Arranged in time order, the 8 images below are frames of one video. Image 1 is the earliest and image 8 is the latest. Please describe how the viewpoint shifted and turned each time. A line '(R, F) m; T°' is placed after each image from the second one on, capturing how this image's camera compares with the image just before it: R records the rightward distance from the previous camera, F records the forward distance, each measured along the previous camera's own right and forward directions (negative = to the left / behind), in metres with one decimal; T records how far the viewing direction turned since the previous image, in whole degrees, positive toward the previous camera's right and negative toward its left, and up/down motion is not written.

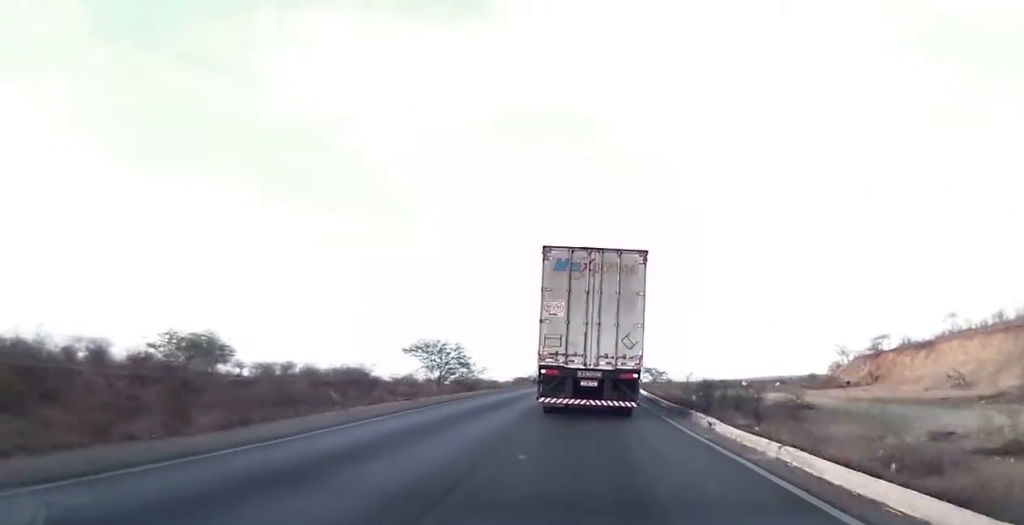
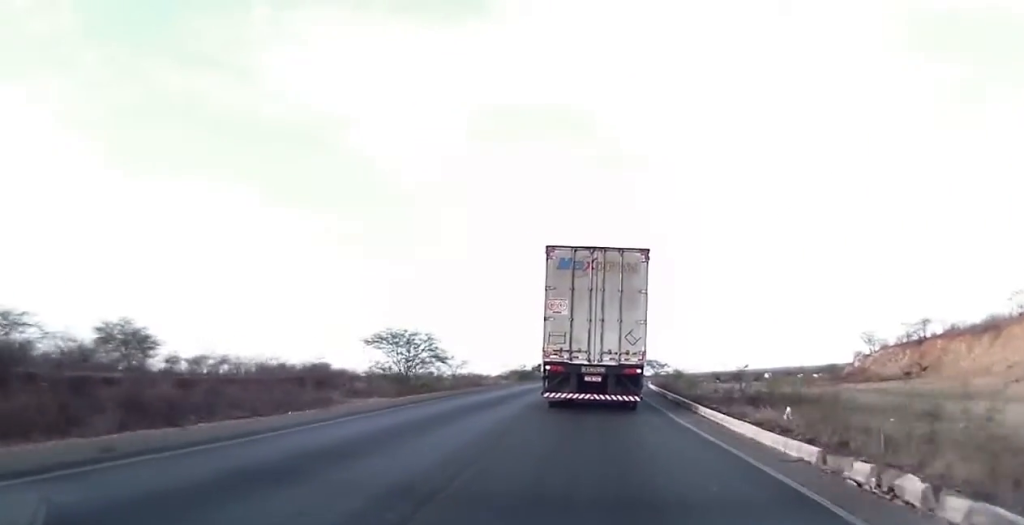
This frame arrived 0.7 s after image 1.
(+0.1, +13.4) m; 0°
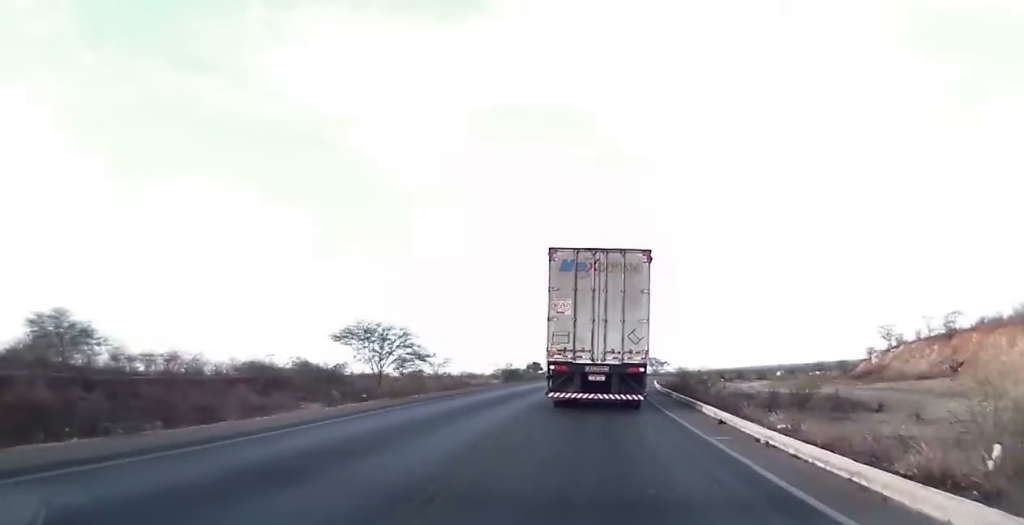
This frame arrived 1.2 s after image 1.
(0.0, +7.9) m; 0°
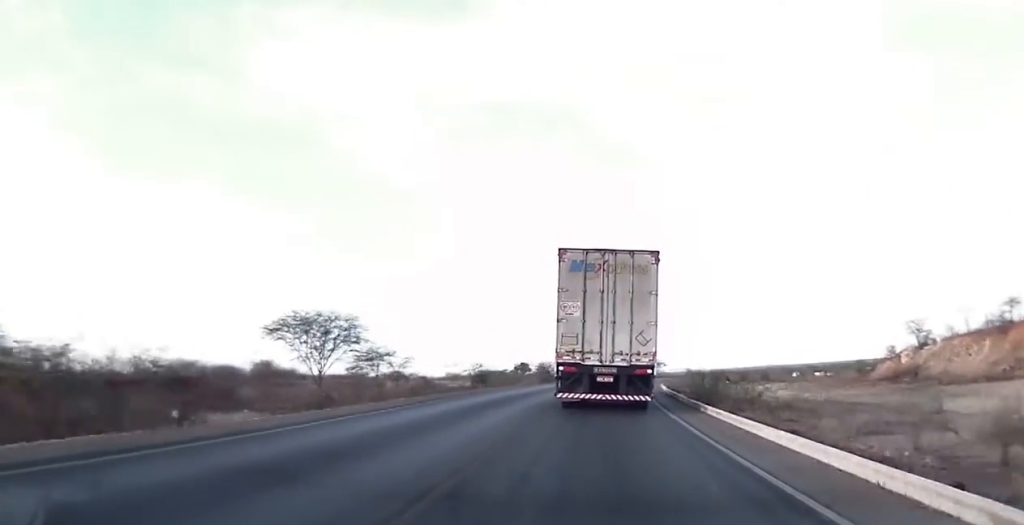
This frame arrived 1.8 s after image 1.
(-0.1, +11.4) m; +1°
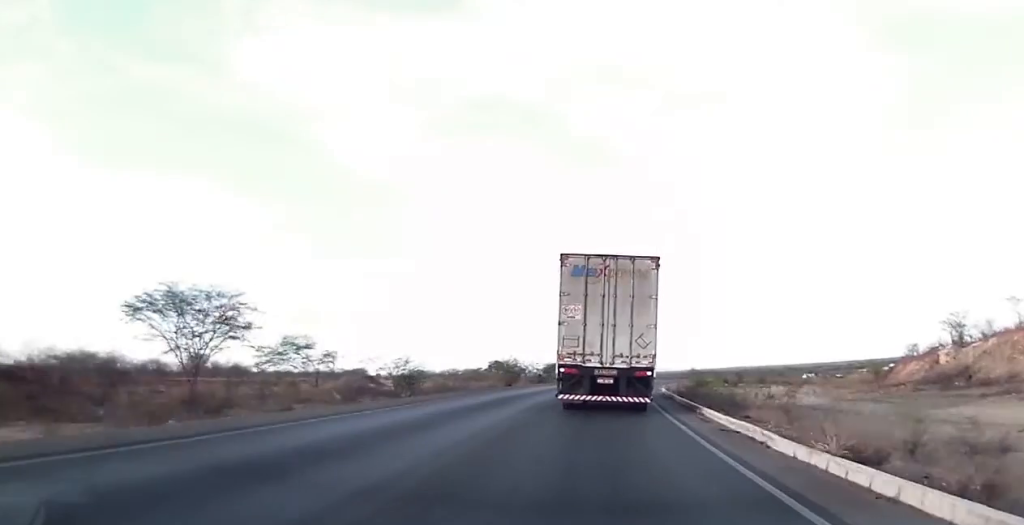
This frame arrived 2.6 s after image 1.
(+0.3, +14.3) m; +1°
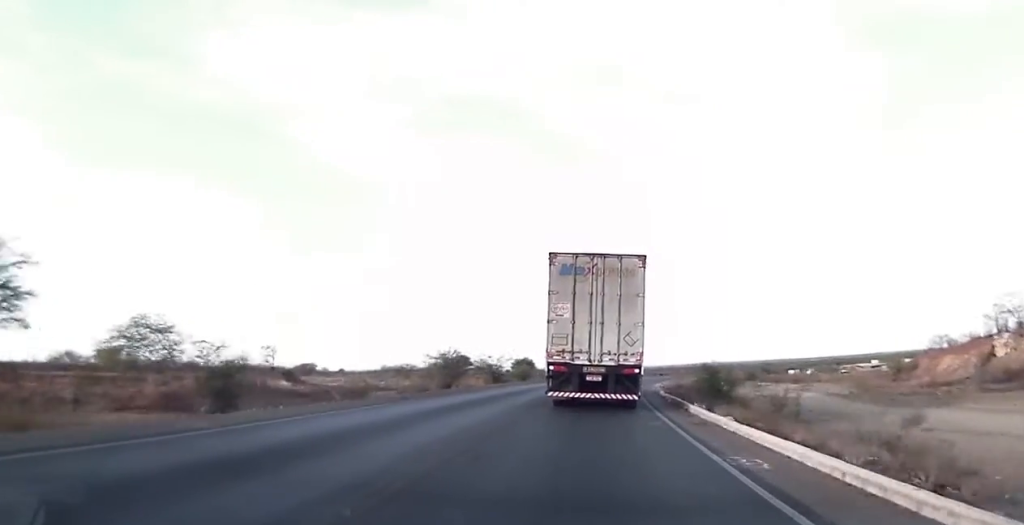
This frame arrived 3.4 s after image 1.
(+0.2, +14.7) m; +1°
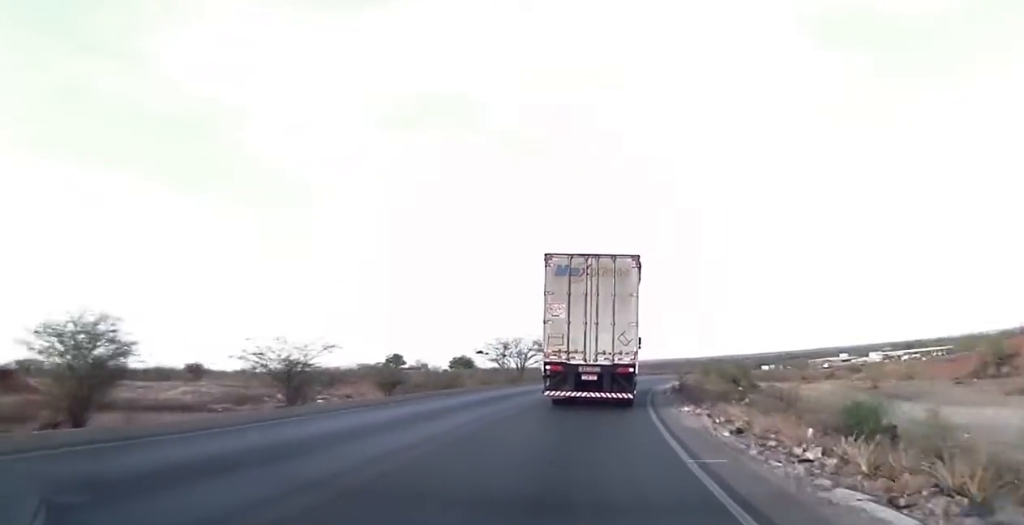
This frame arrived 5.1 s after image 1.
(-0.1, +27.7) m; +2°
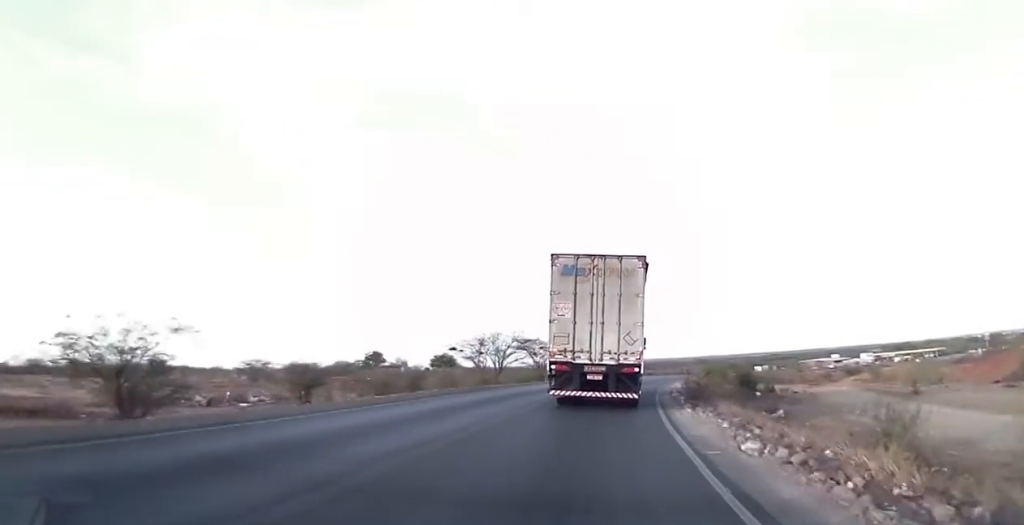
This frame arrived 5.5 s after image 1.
(+0.3, +7.2) m; +2°
